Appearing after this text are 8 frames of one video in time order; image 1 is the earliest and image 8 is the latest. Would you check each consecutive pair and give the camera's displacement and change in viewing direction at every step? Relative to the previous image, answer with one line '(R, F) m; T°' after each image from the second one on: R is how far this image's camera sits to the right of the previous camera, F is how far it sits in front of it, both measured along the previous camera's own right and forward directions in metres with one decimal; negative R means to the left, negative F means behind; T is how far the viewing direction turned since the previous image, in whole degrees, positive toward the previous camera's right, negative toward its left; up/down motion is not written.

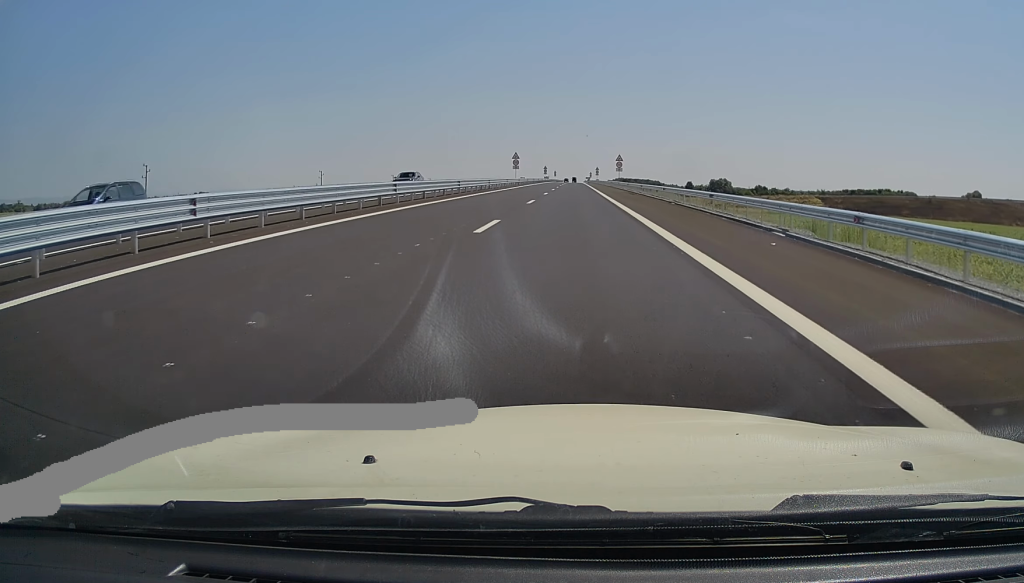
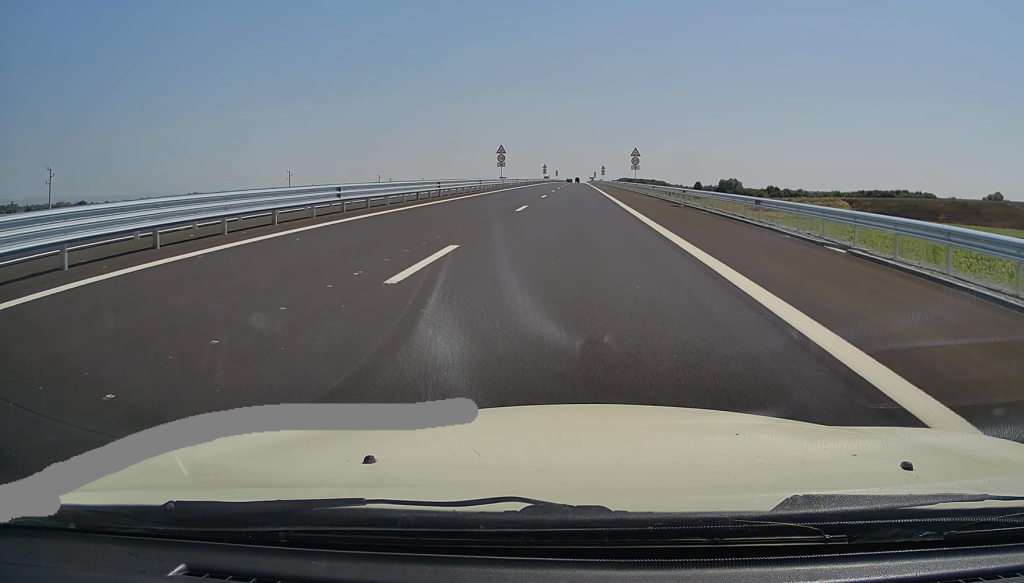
(0.0, +23.5) m; -1°
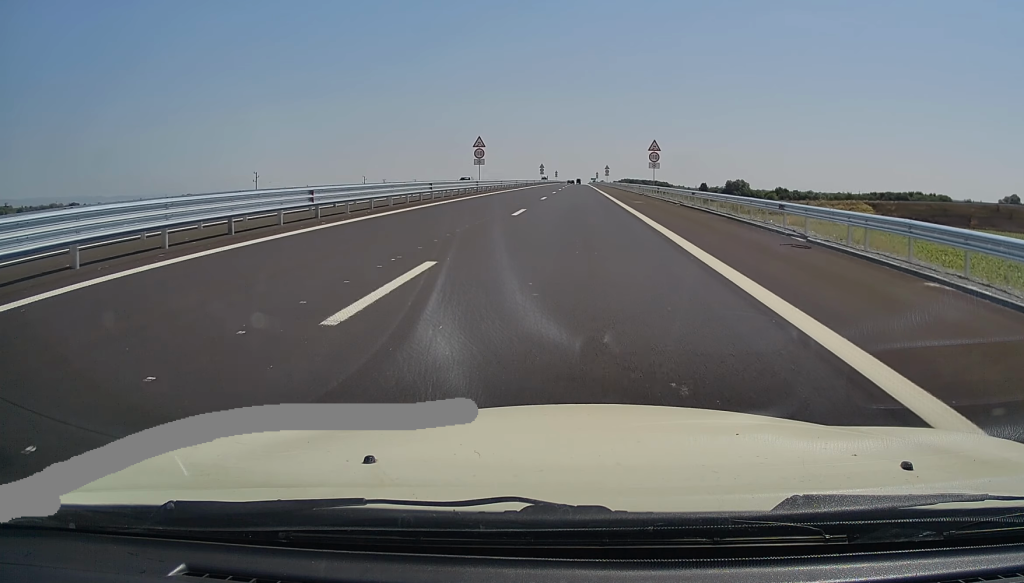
(0.0, +18.5) m; 0°
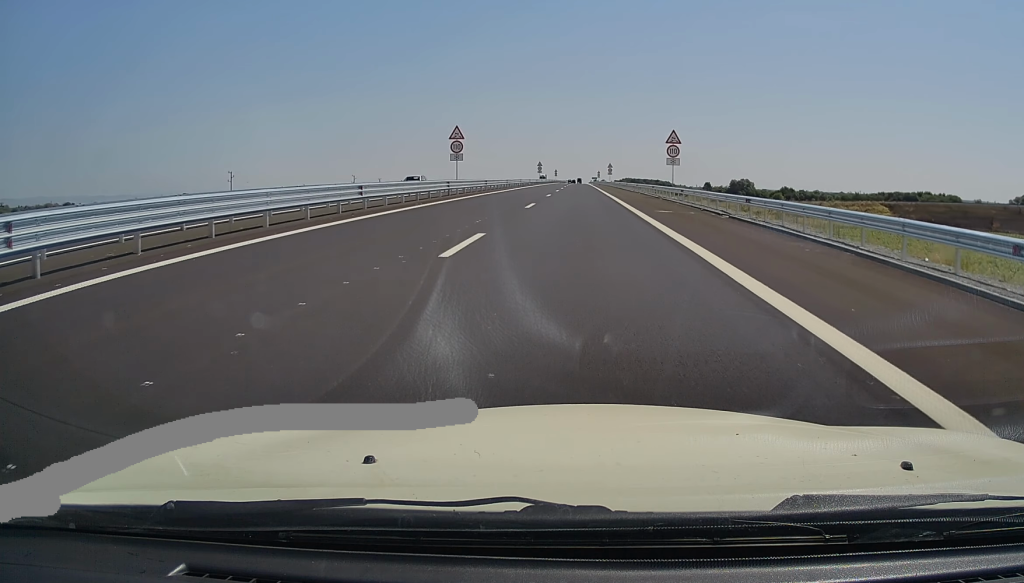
(-0.2, +11.6) m; 0°
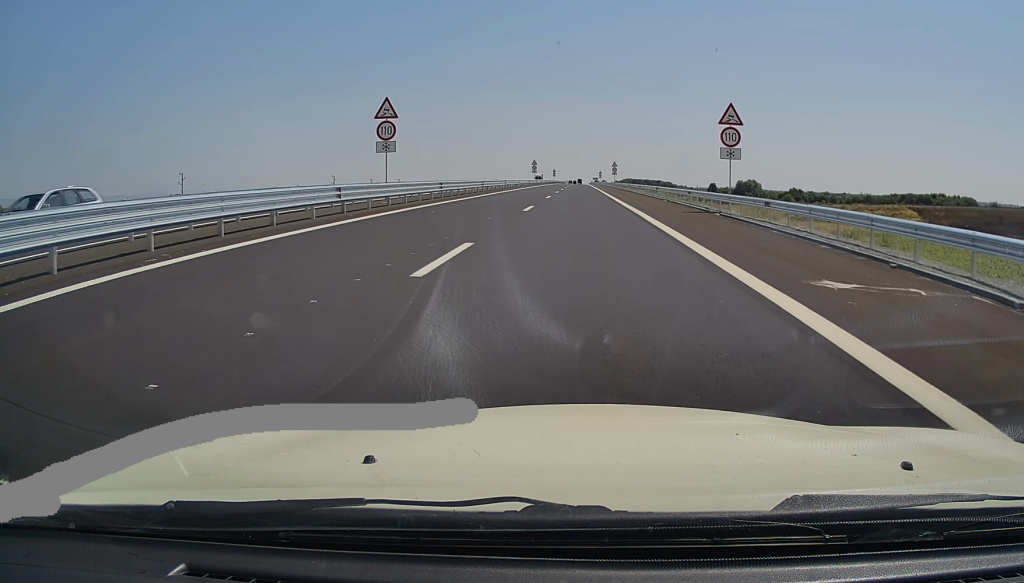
(0.0, +18.4) m; 0°
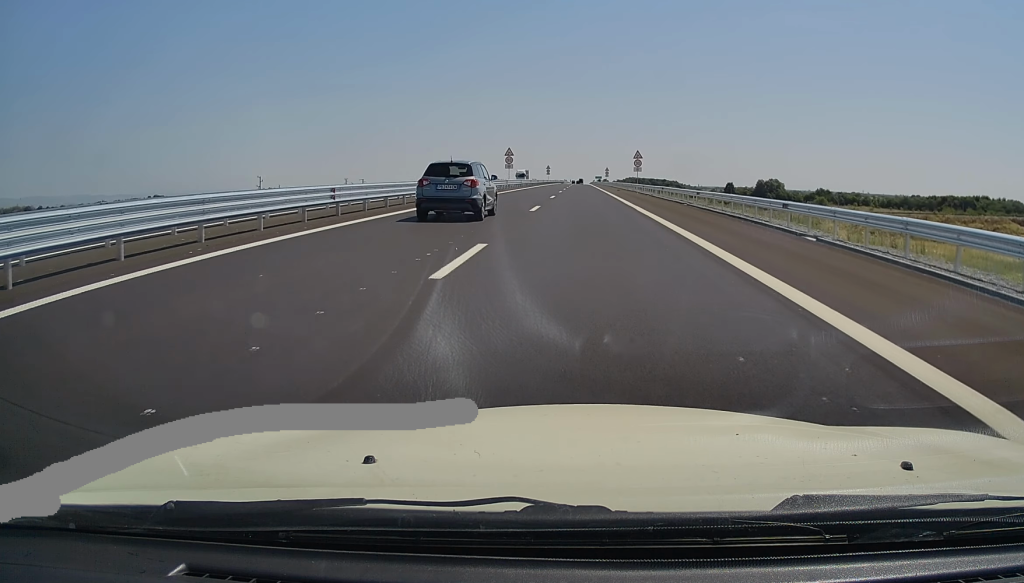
(+0.4, +49.1) m; +1°
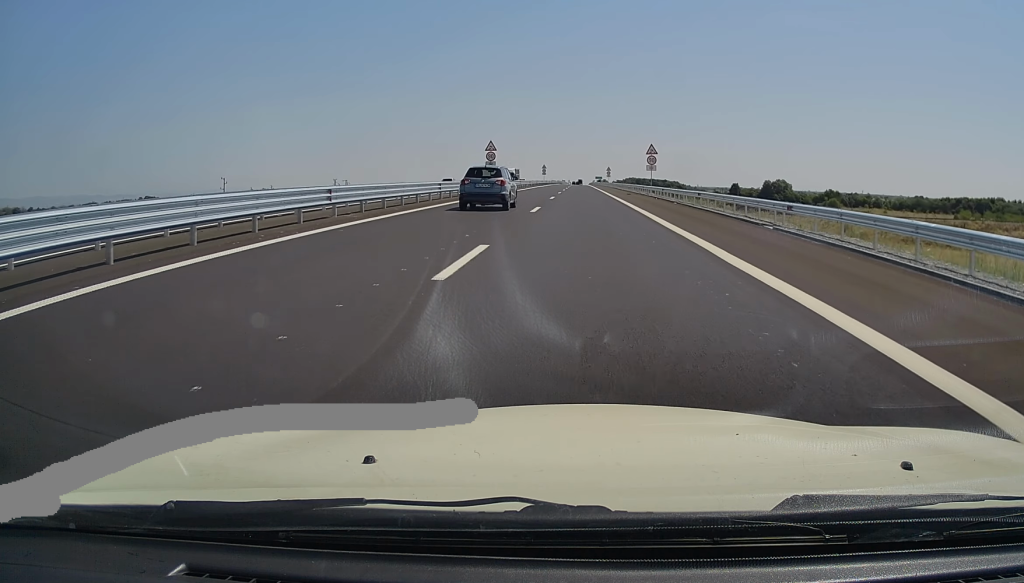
(0.0, +16.3) m; 0°
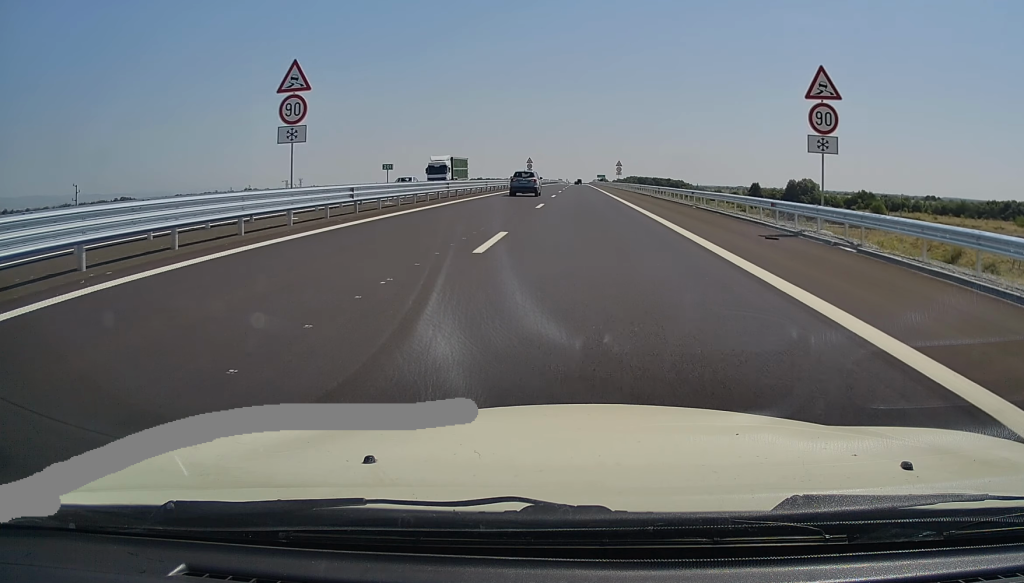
(-0.5, +45.9) m; 0°
